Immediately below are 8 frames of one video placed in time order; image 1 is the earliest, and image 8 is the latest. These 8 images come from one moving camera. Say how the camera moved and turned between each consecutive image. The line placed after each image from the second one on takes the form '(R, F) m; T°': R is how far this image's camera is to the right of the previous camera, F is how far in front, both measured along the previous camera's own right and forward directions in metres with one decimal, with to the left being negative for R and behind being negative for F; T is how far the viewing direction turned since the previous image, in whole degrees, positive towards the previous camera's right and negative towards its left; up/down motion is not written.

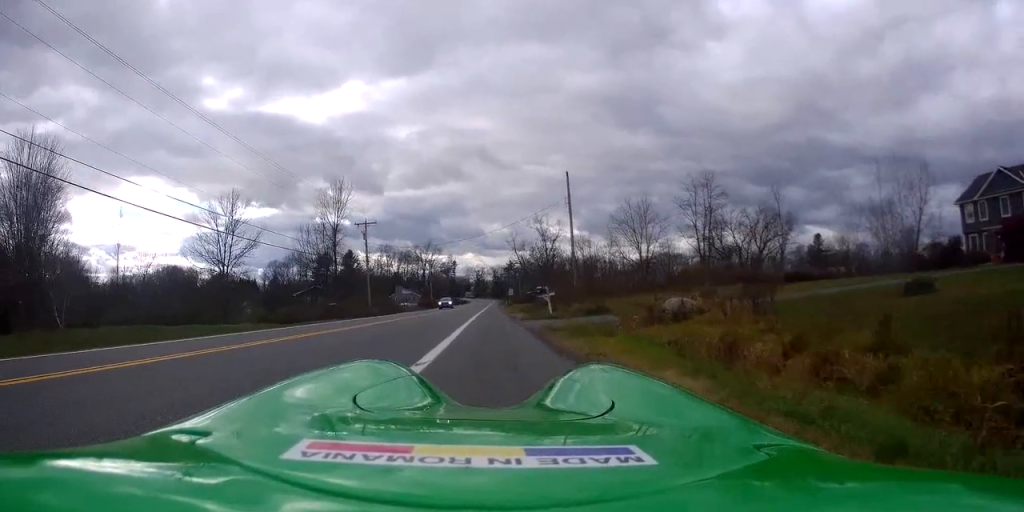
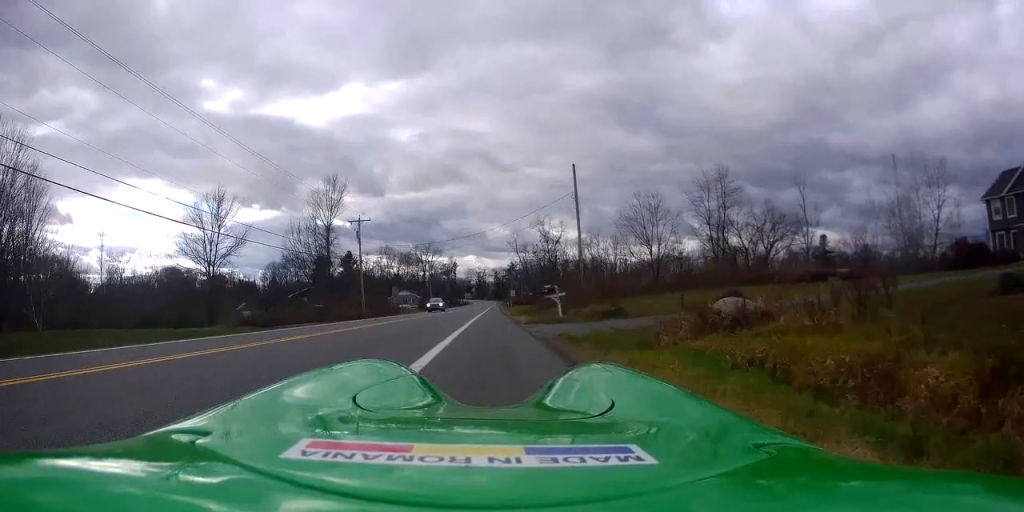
(-0.1, +3.7) m; 0°
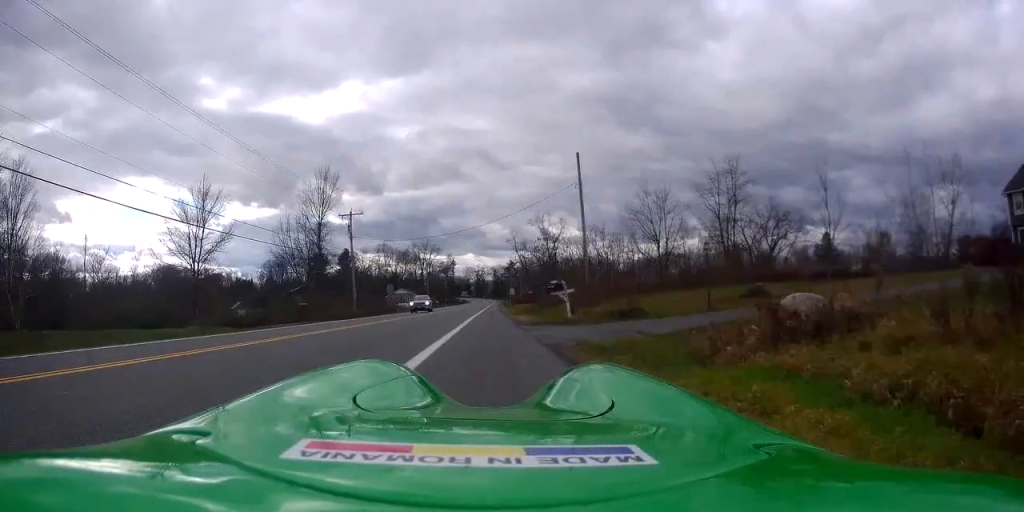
(-0.2, +2.9) m; +1°
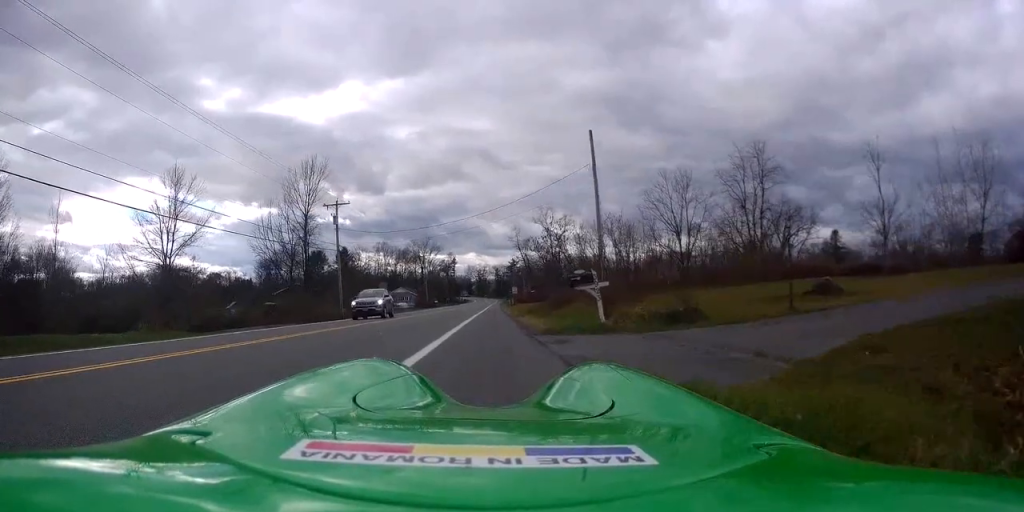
(+0.3, +5.7) m; +2°
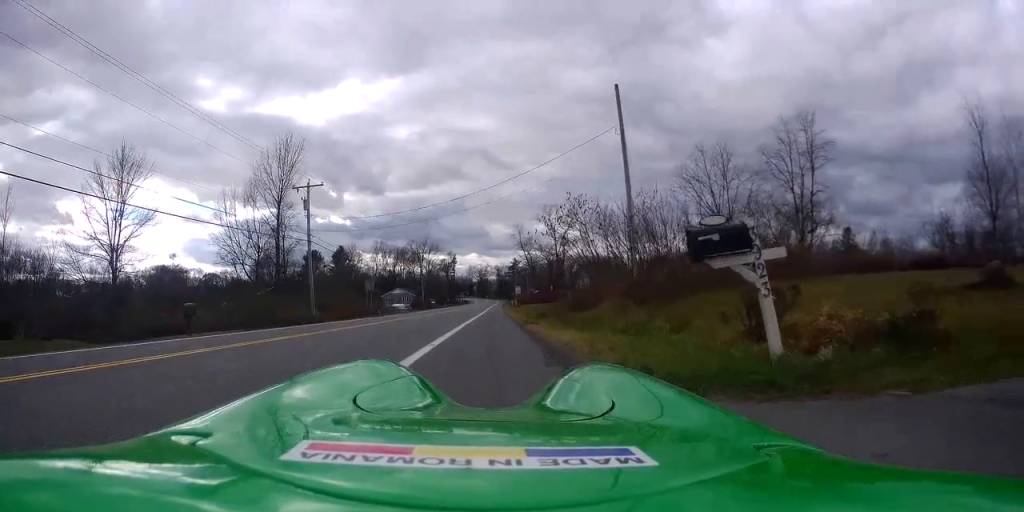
(-0.1, +8.3) m; -5°
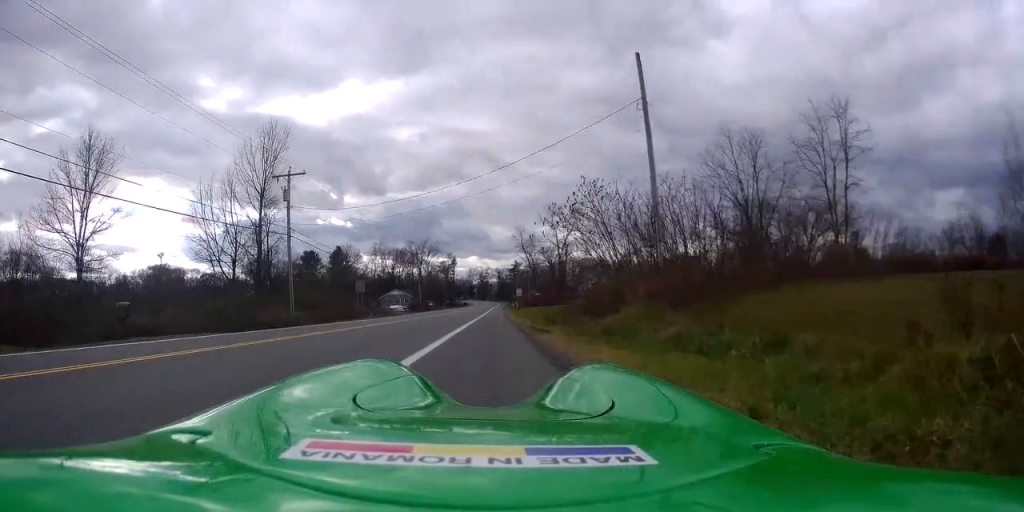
(-0.2, +4.5) m; +1°
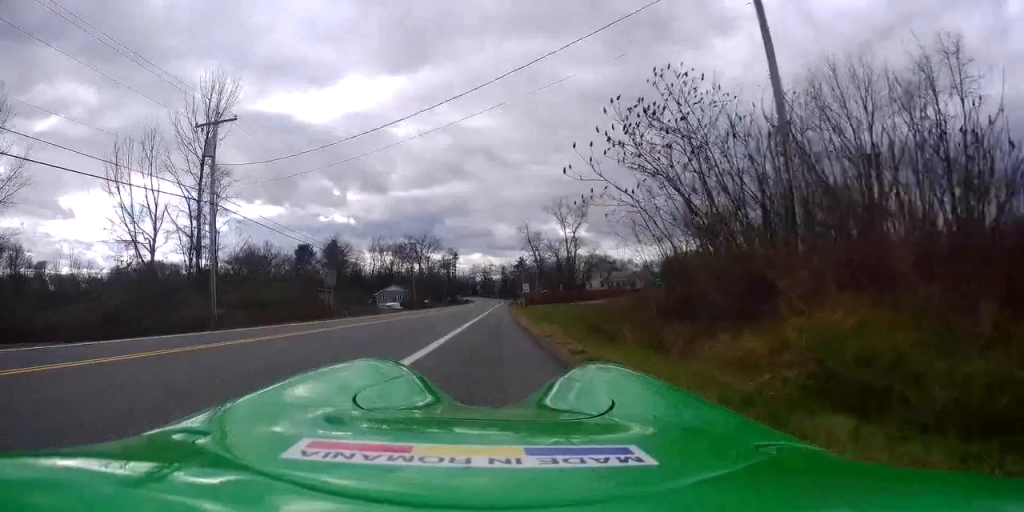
(+0.9, +11.4) m; +6°
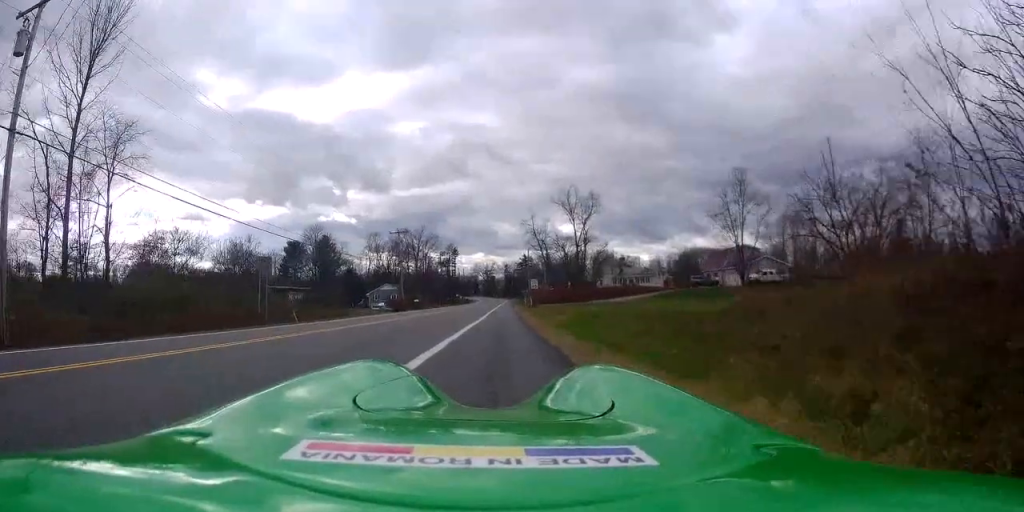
(-1.2, +13.5) m; -7°
